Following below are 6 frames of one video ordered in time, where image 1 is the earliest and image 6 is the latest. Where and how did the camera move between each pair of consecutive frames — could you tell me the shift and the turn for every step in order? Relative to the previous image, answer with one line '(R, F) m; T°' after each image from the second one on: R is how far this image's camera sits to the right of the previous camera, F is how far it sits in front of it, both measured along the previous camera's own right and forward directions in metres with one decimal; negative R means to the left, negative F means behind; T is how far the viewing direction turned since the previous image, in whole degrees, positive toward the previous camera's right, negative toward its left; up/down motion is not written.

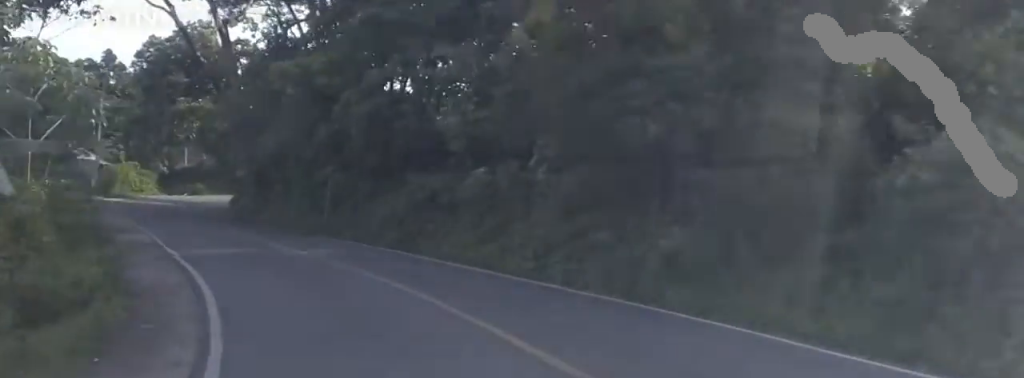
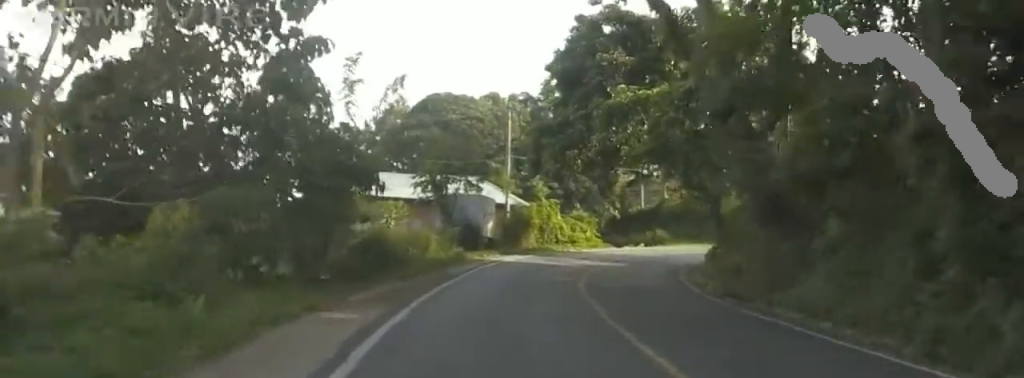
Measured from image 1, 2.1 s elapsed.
(-4.9, +26.2) m; -12°
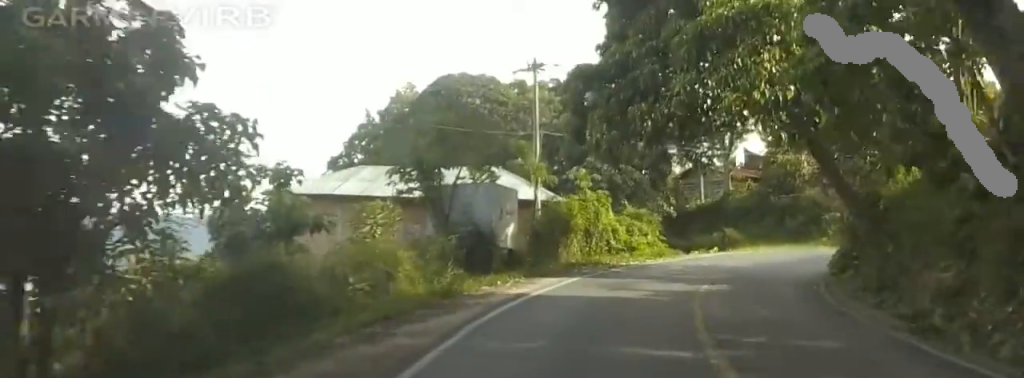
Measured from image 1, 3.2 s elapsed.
(+0.2, +13.9) m; +1°
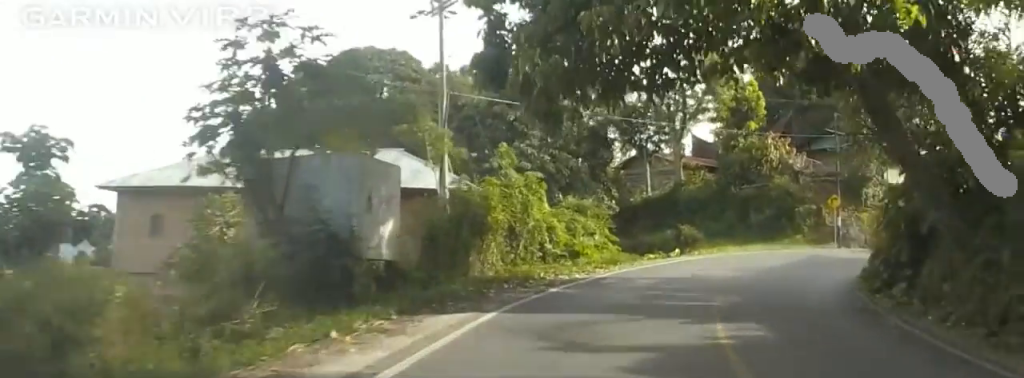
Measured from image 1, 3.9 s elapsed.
(0.0, +9.7) m; 0°
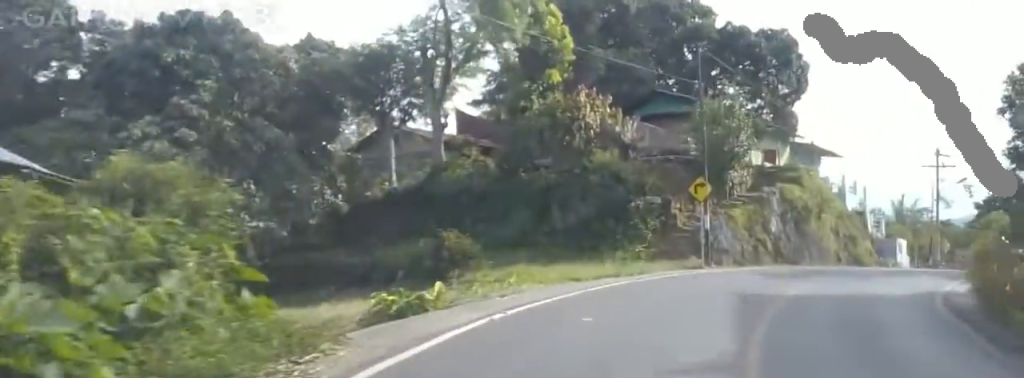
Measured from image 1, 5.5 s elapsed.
(+1.7, +19.0) m; +16°
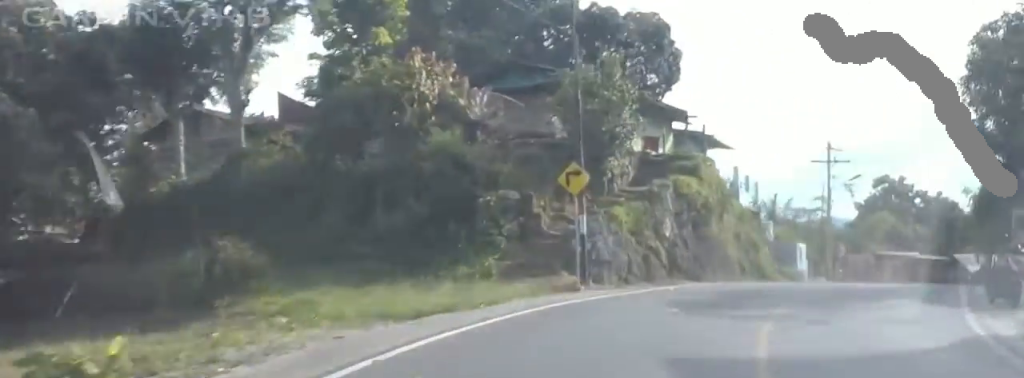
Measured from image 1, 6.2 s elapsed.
(+0.8, +7.9) m; +9°
